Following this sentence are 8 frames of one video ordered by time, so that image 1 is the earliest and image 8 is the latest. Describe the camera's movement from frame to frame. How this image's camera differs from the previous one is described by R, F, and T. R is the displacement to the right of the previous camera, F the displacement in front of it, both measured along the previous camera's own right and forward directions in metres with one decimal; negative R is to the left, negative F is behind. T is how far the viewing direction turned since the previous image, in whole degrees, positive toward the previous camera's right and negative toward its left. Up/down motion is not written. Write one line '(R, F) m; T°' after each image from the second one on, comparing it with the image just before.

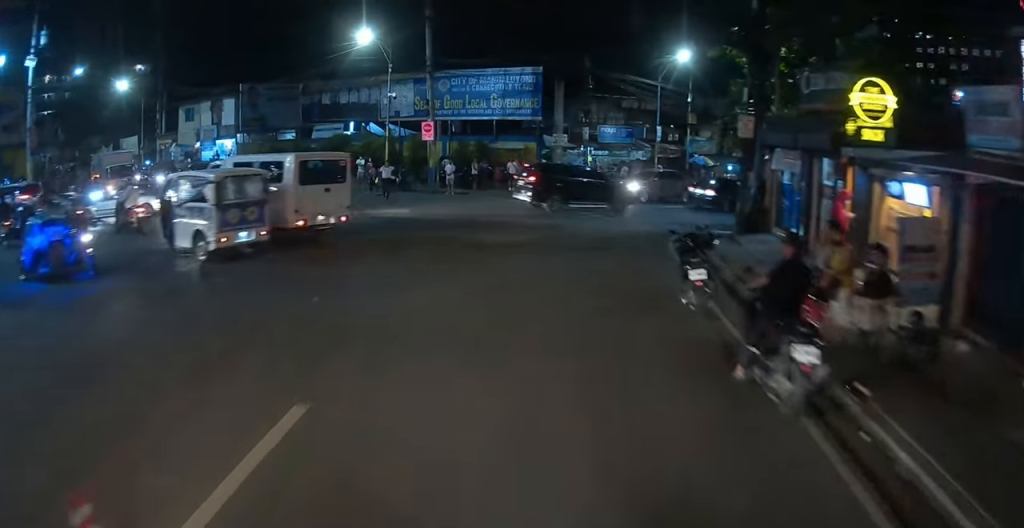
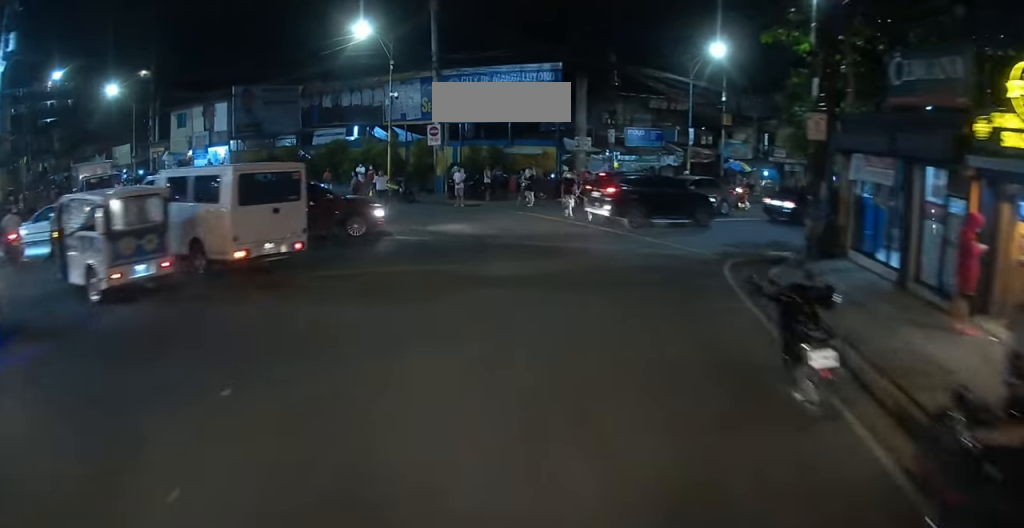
(-0.7, +3.7) m; -5°
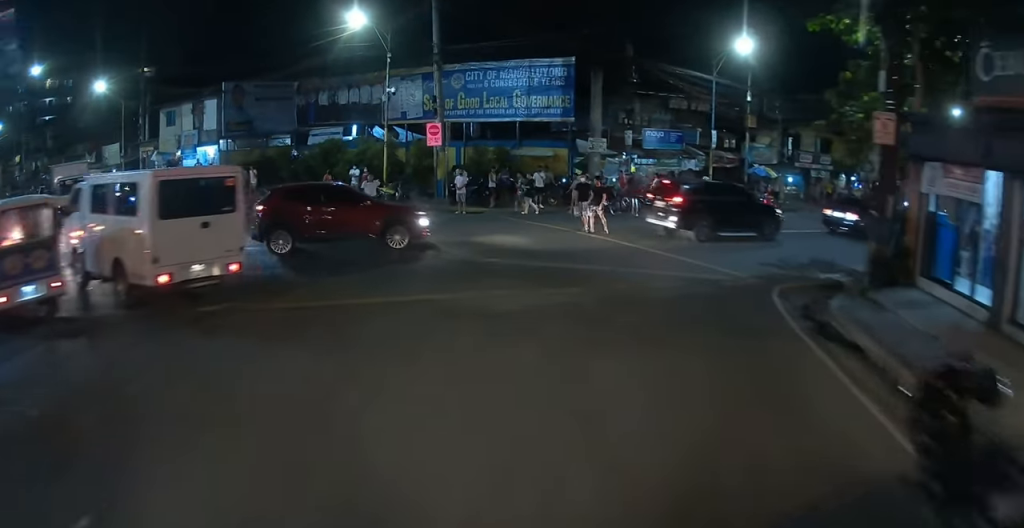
(-0.2, +3.0) m; -1°
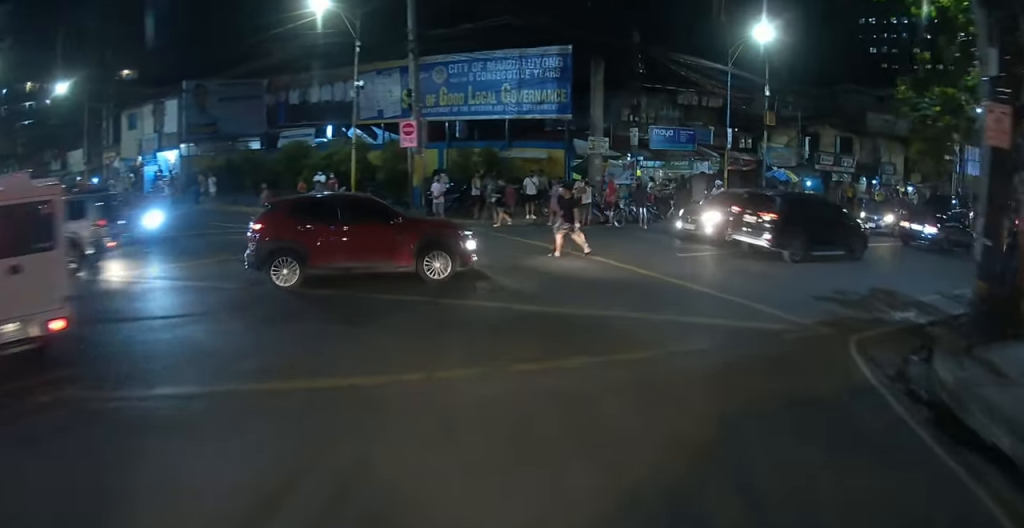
(+0.1, +3.8) m; +6°
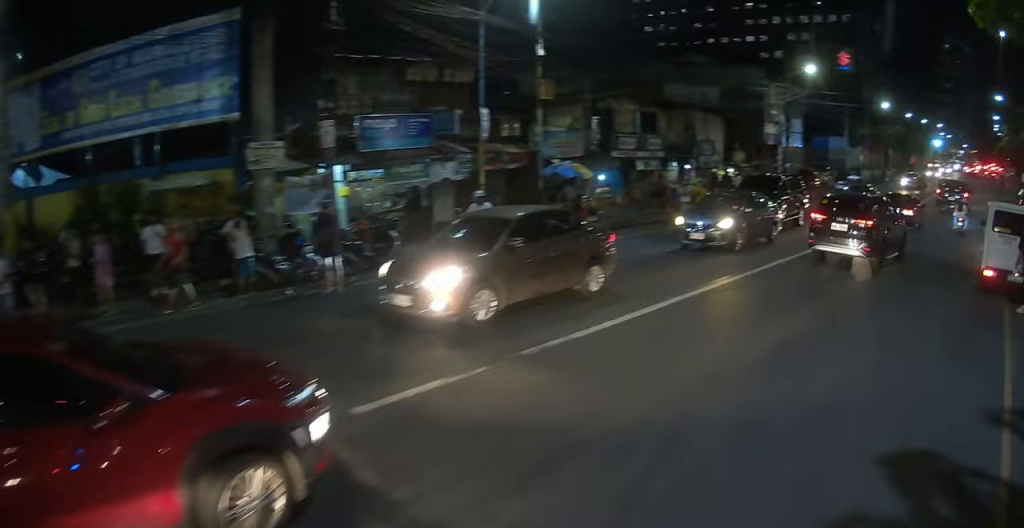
(+1.8, +11.1) m; +31°
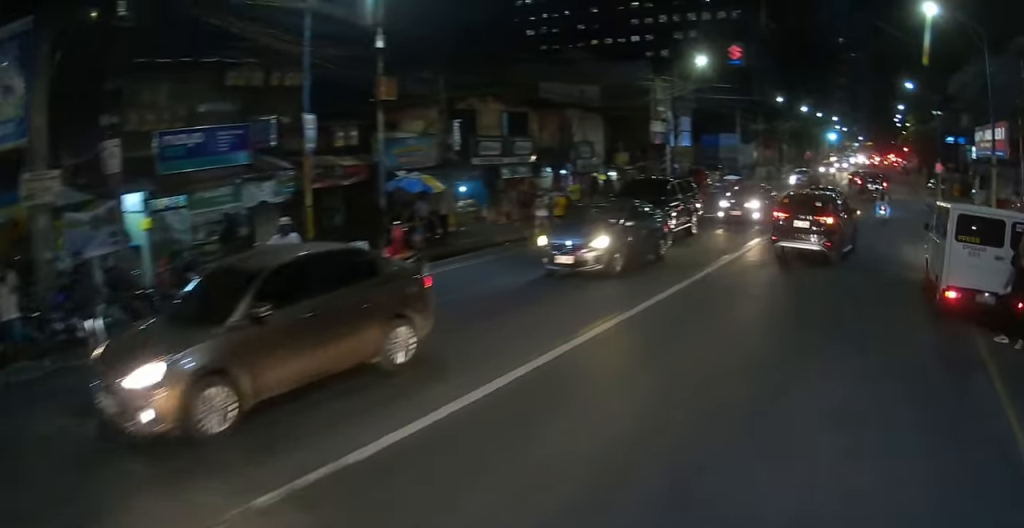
(+1.3, +3.4) m; +19°
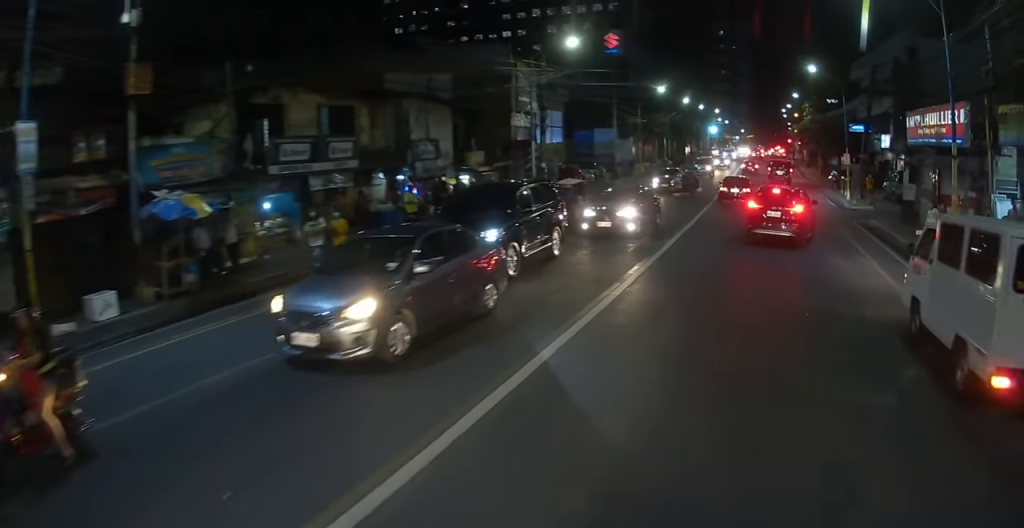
(+0.1, +4.5) m; +4°
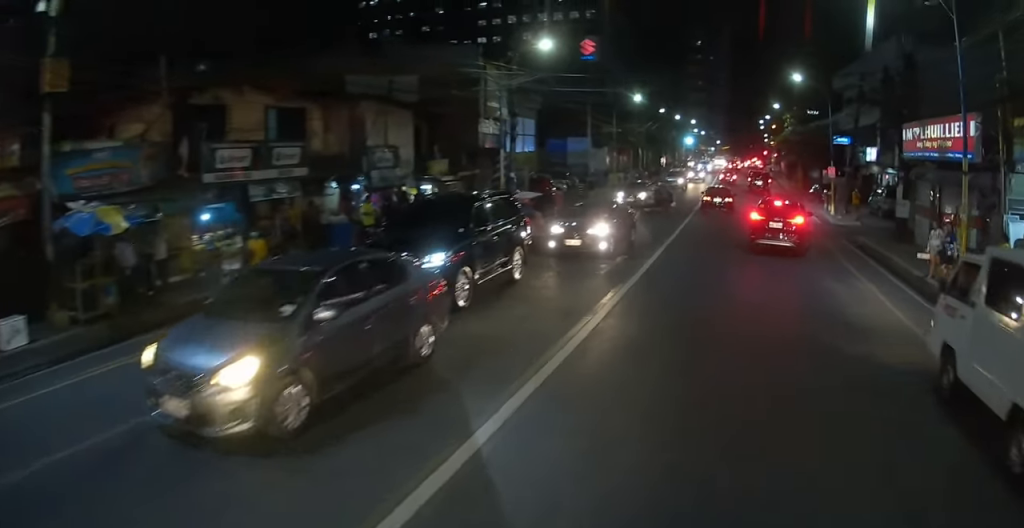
(0.0, +1.5) m; +2°
